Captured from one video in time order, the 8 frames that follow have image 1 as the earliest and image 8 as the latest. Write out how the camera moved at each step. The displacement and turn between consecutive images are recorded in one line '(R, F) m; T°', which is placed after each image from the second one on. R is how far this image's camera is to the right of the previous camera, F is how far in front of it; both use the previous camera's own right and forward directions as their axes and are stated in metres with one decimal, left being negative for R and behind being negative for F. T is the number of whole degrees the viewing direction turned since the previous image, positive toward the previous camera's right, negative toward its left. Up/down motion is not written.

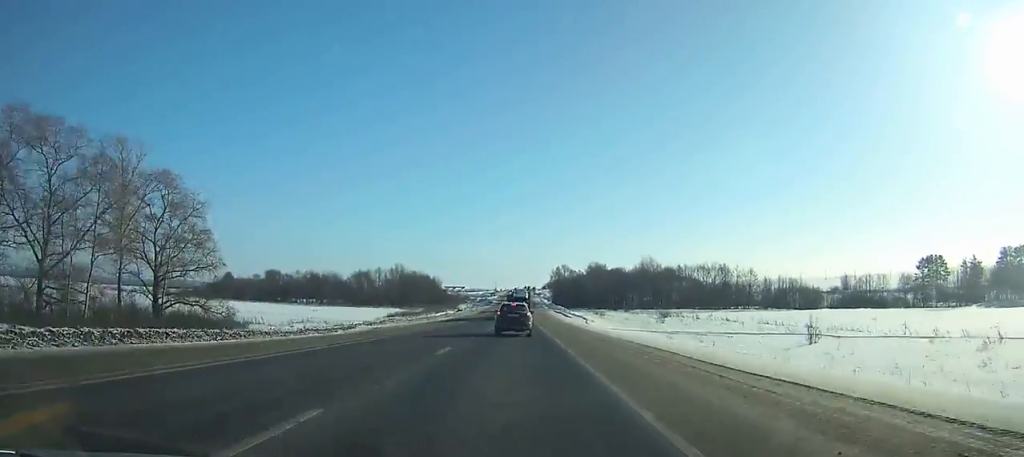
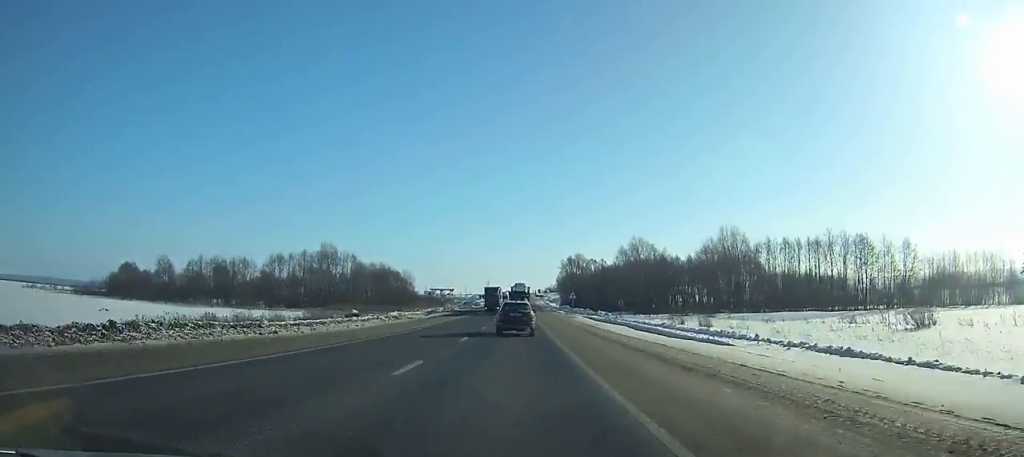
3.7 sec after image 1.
(+0.1, +75.0) m; 0°
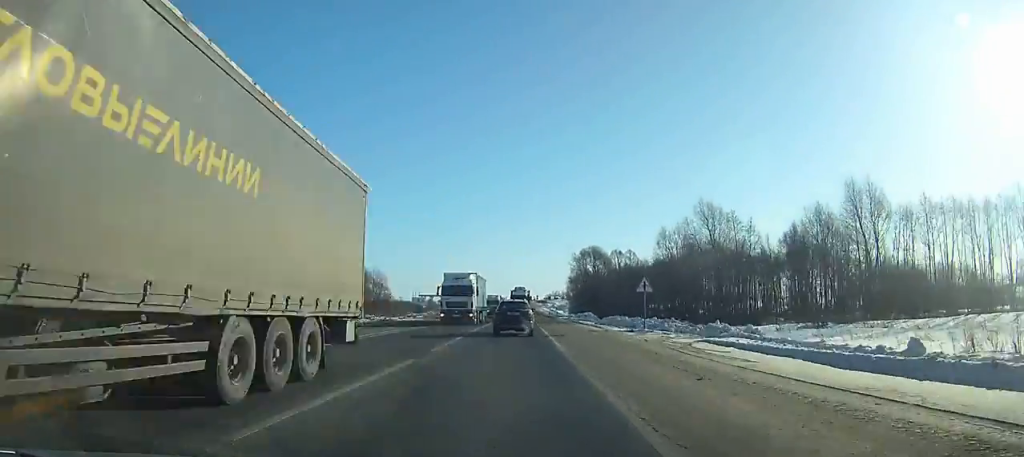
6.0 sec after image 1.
(0.0, +47.2) m; 0°
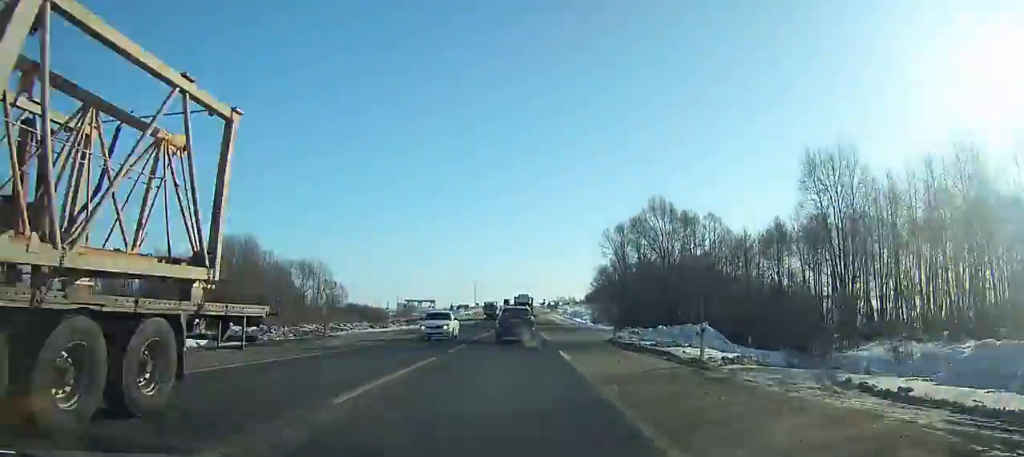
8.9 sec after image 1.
(0.0, +58.0) m; 0°
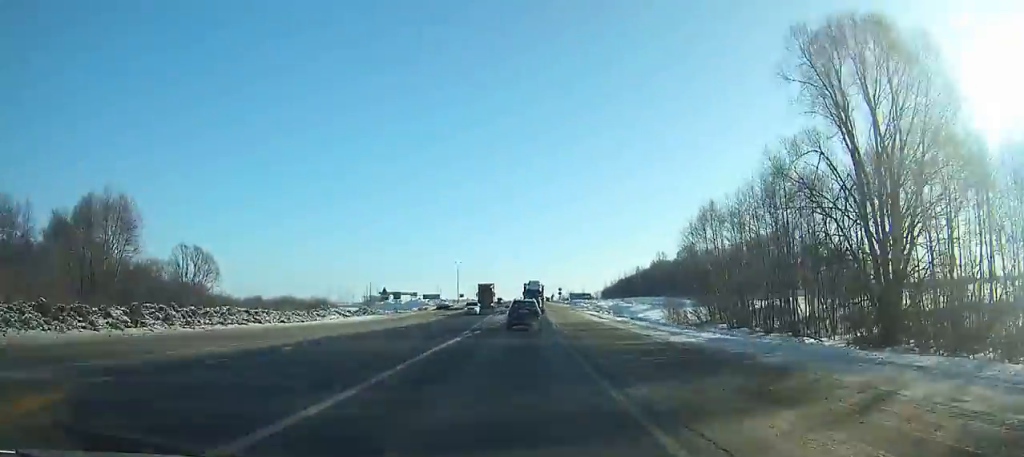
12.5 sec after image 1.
(+0.1, +73.1) m; 0°
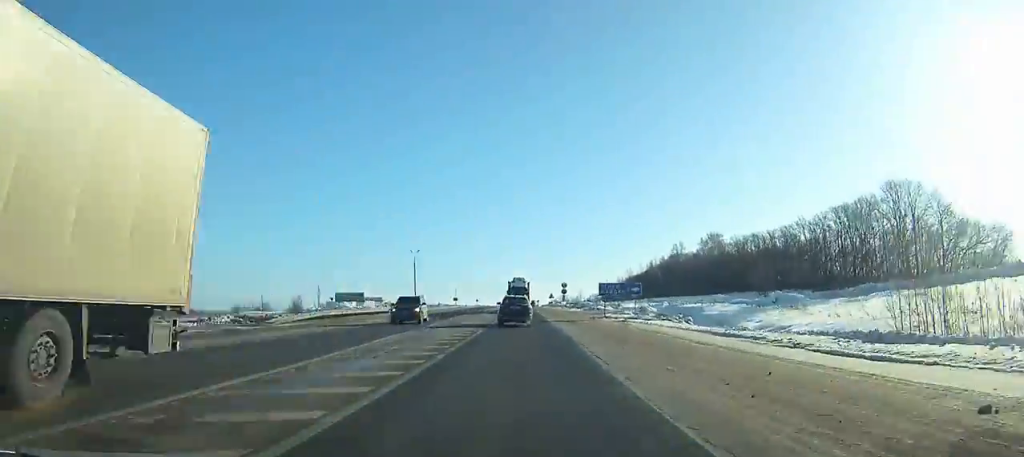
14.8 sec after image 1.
(+0.2, +48.0) m; 0°
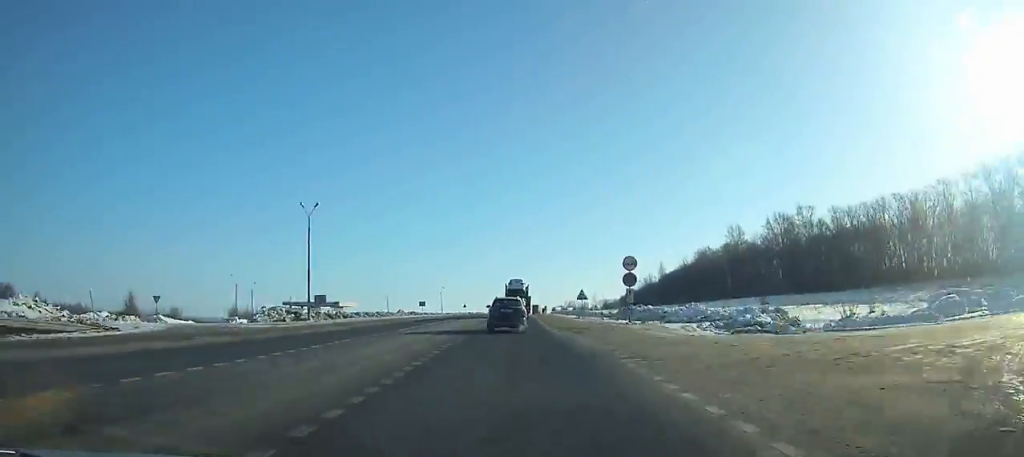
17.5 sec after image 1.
(0.0, +54.4) m; 0°
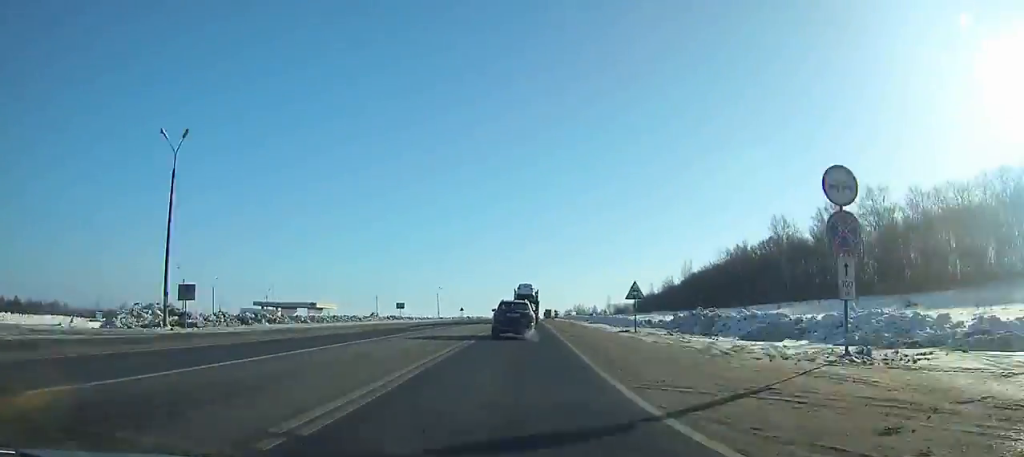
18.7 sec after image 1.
(0.0, +23.8) m; 0°
